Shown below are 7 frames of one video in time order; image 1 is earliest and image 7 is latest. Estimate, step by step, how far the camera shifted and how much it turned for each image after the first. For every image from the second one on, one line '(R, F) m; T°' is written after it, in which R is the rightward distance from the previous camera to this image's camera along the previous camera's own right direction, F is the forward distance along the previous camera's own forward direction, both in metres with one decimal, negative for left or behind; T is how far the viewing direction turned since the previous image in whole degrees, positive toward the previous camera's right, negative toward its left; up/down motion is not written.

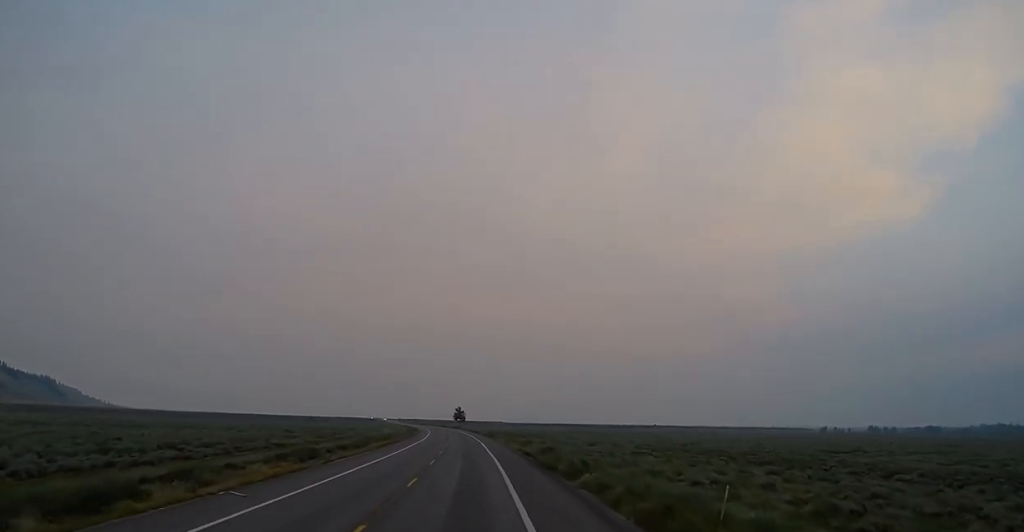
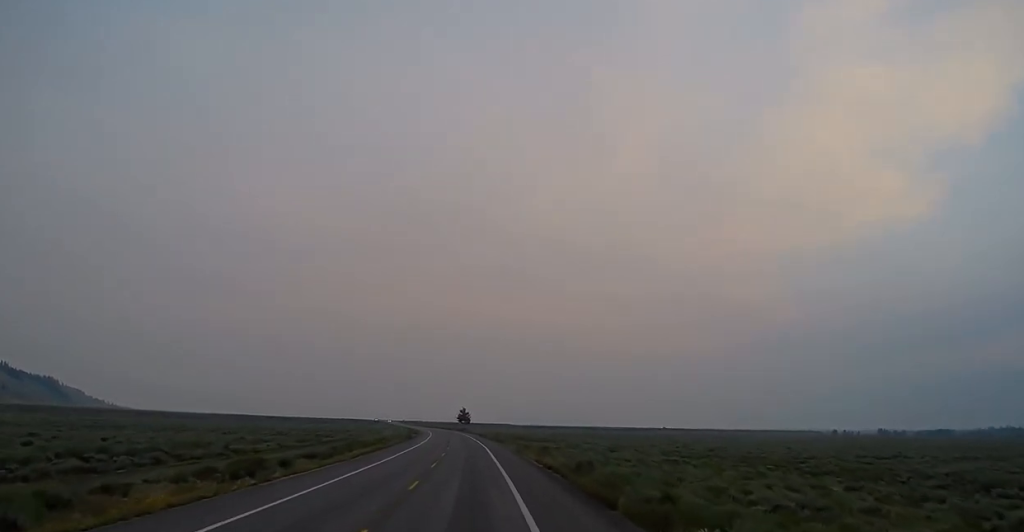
(-0.2, +12.4) m; 0°
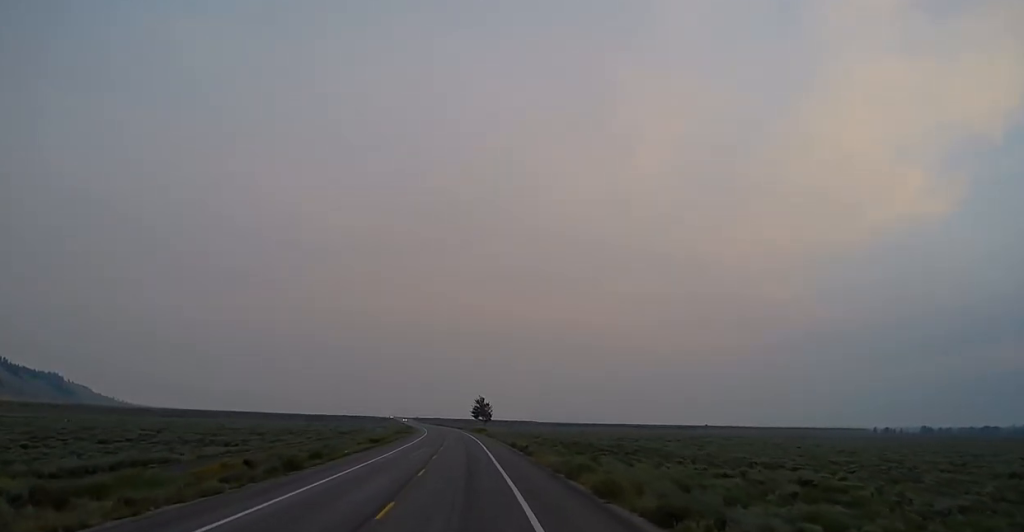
(+0.6, +68.9) m; -1°
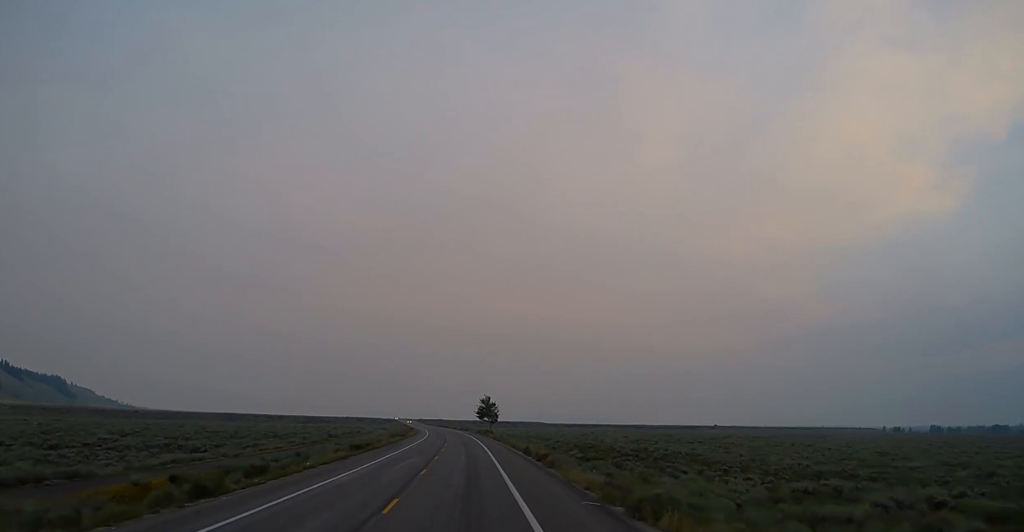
(+0.1, +10.5) m; -1°
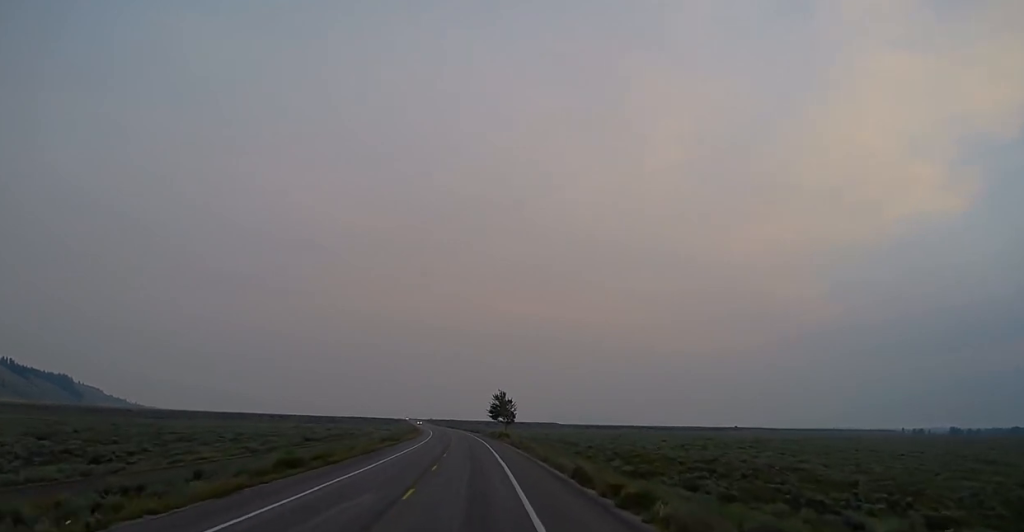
(-0.5, +20.6) m; 0°
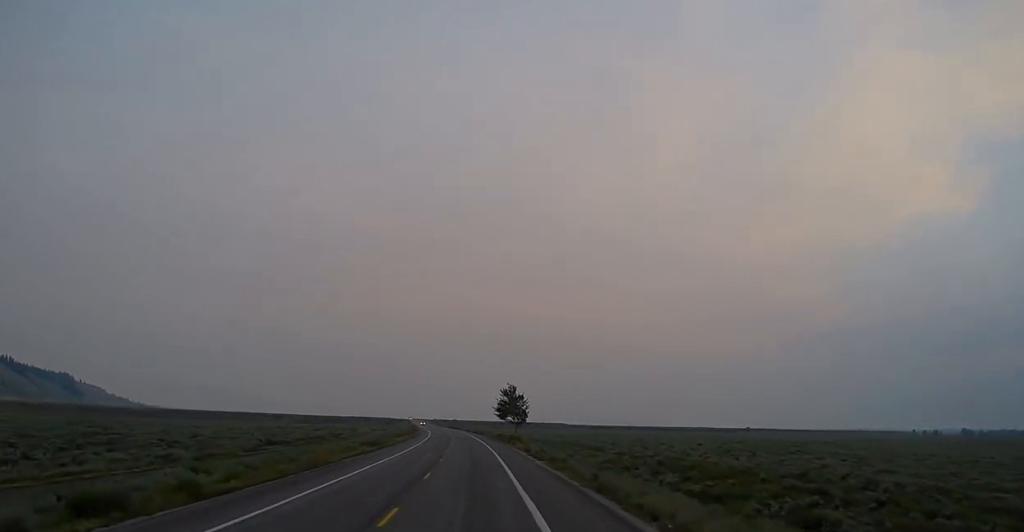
(+0.1, +17.8) m; 0°
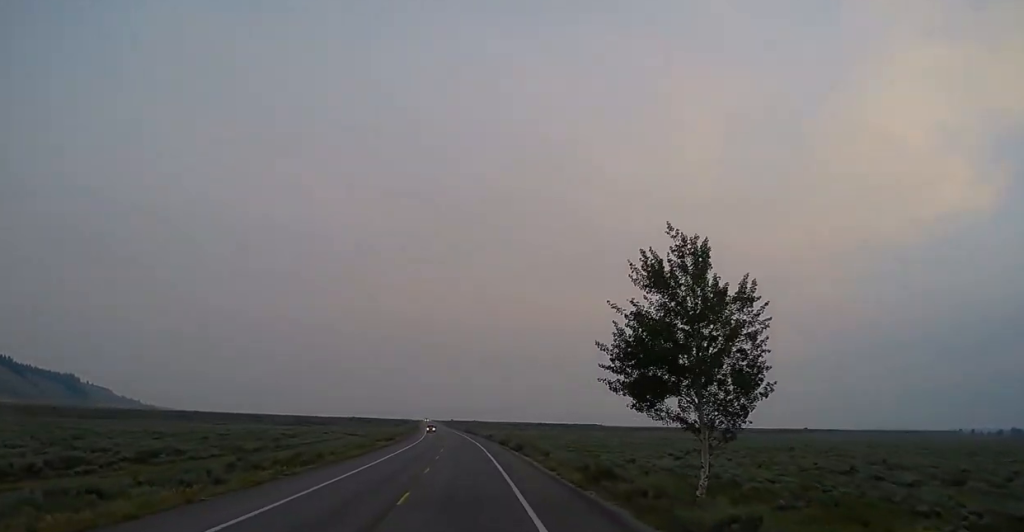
(-1.4, +68.2) m; -2°
